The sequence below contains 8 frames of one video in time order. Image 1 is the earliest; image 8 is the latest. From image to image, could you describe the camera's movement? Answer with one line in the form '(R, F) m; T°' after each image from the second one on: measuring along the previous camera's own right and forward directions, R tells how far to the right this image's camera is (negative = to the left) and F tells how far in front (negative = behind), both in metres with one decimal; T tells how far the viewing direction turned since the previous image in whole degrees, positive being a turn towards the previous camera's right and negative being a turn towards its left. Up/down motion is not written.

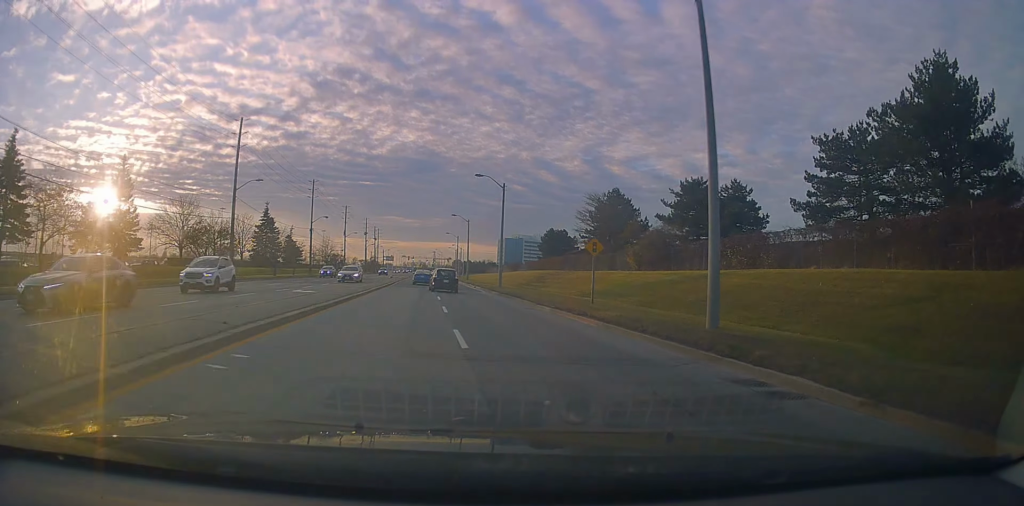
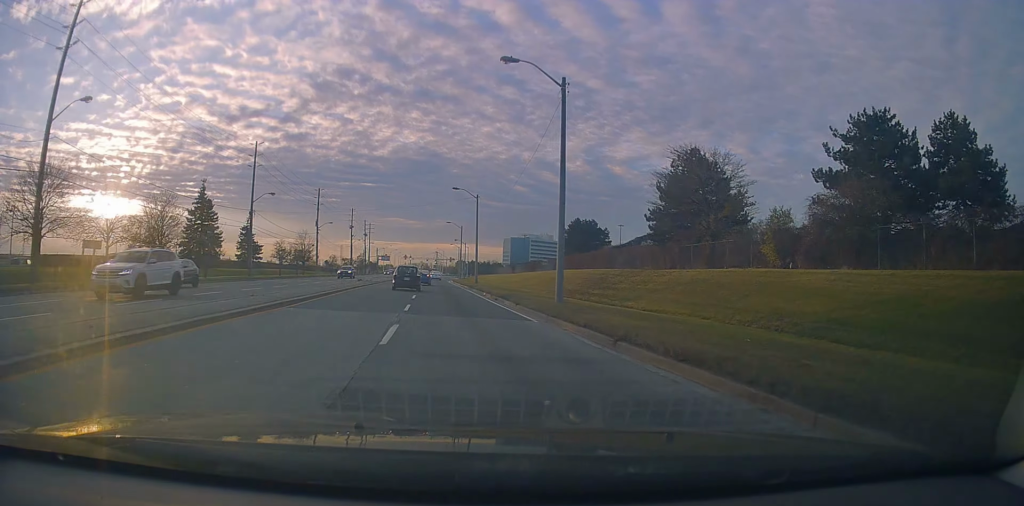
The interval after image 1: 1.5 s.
(-0.5, +27.2) m; -1°
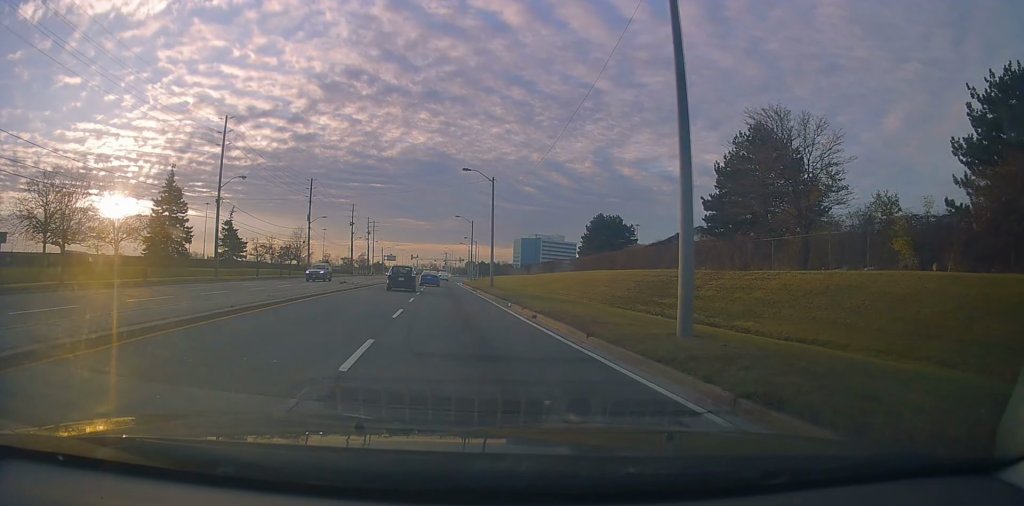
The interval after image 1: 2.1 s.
(-0.3, +11.1) m; +1°
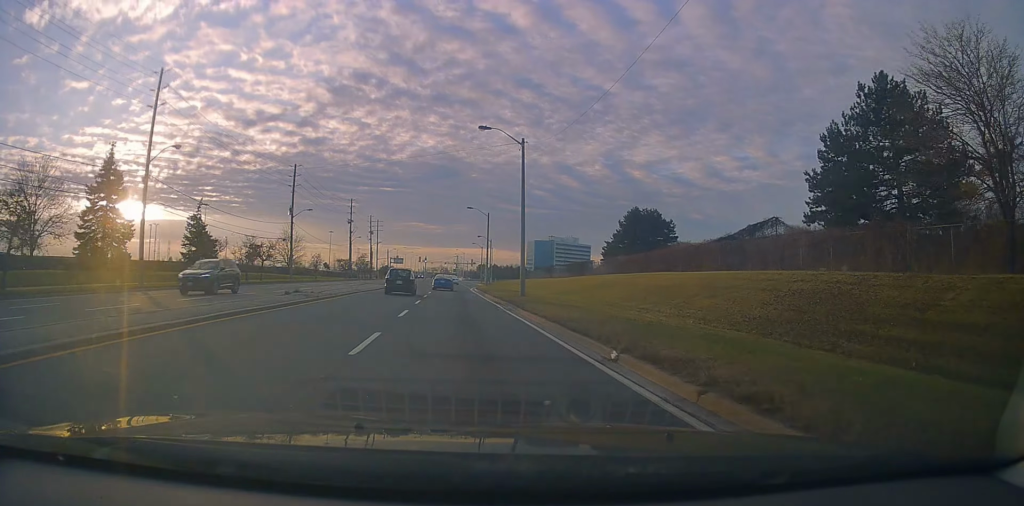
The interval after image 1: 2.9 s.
(+0.6, +14.6) m; 0°
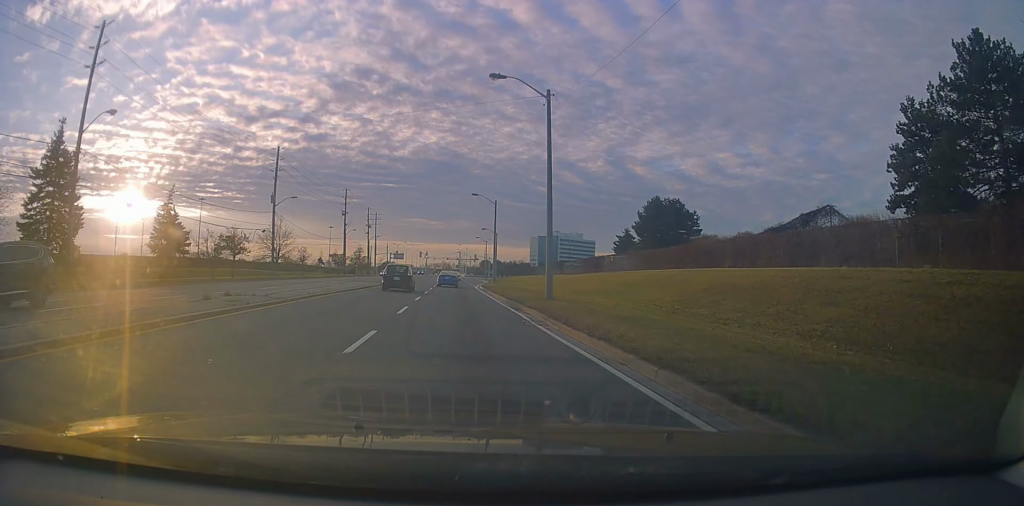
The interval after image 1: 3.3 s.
(+0.1, +8.3) m; -1°
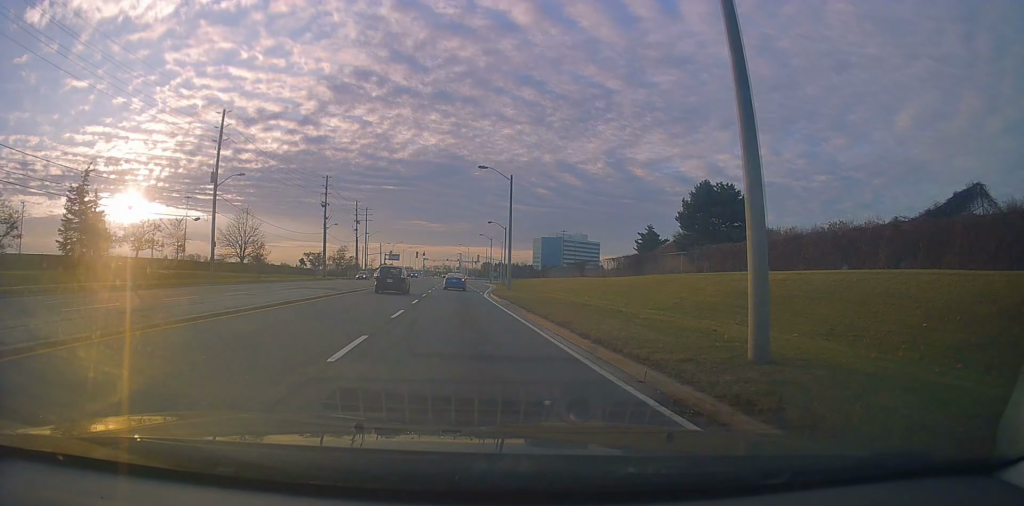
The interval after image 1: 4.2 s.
(-0.5, +16.5) m; -2°
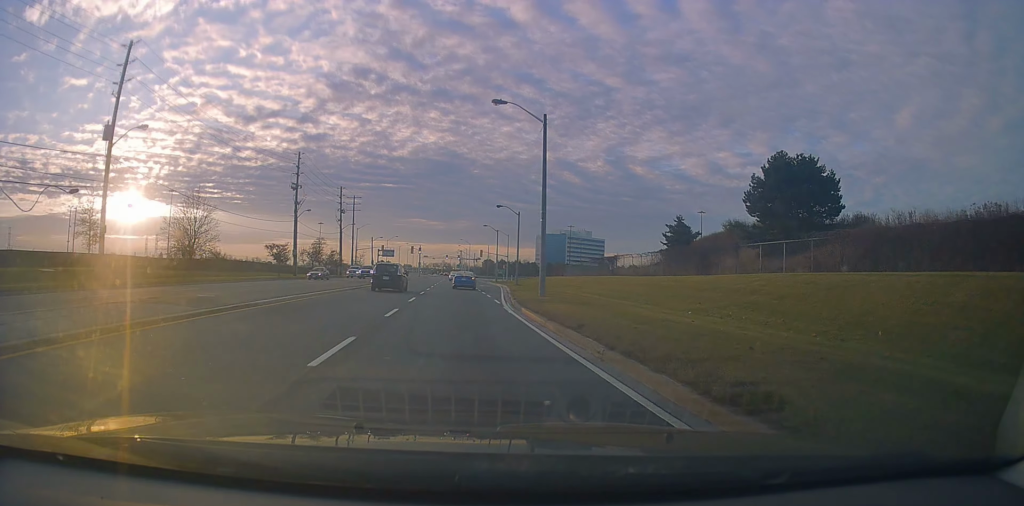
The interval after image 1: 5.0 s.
(-0.1, +16.6) m; 0°
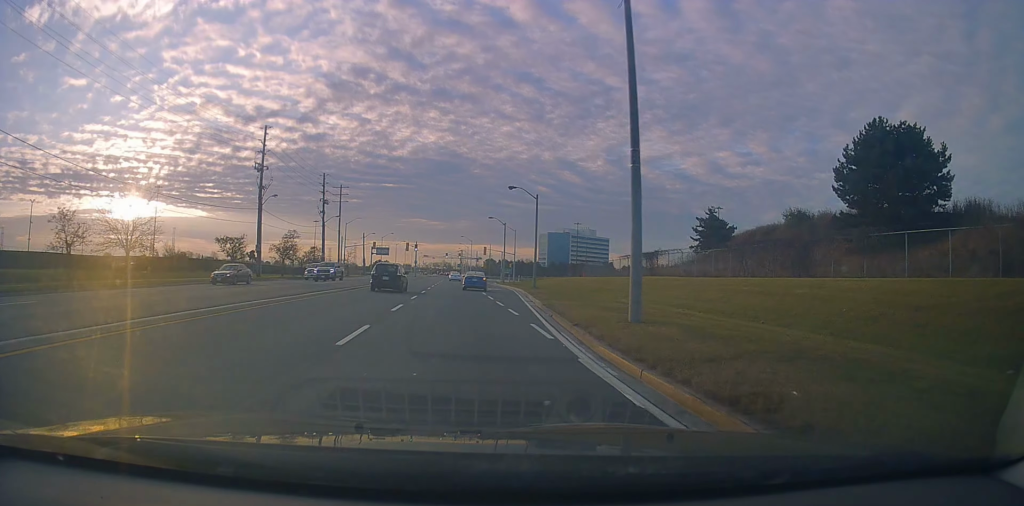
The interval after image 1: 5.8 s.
(0.0, +13.9) m; +1°
